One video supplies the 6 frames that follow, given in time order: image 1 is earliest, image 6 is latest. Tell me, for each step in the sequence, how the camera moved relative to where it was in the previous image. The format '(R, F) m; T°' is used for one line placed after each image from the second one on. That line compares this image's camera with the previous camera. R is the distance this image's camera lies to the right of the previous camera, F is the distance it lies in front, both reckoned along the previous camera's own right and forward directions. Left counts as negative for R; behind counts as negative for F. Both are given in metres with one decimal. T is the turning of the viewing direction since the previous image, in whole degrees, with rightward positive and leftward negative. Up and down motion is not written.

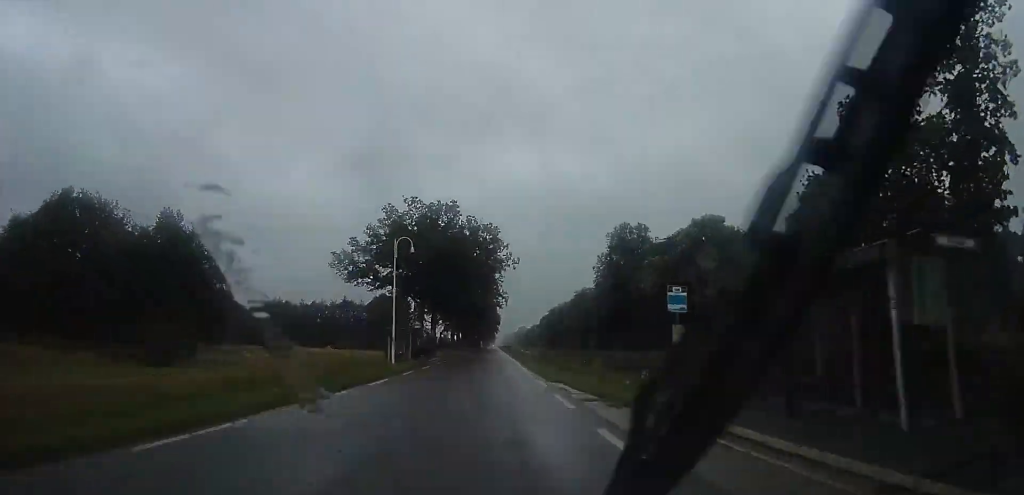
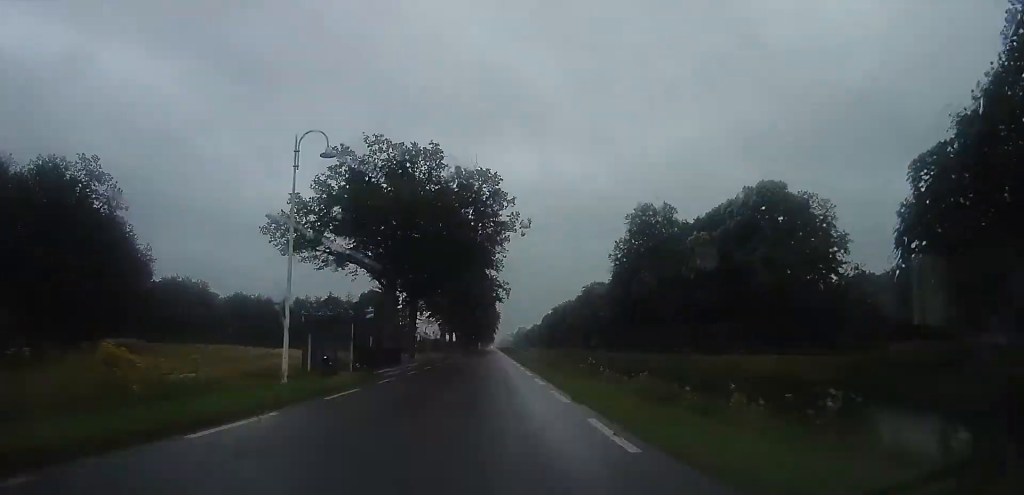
(+0.1, +16.9) m; 0°
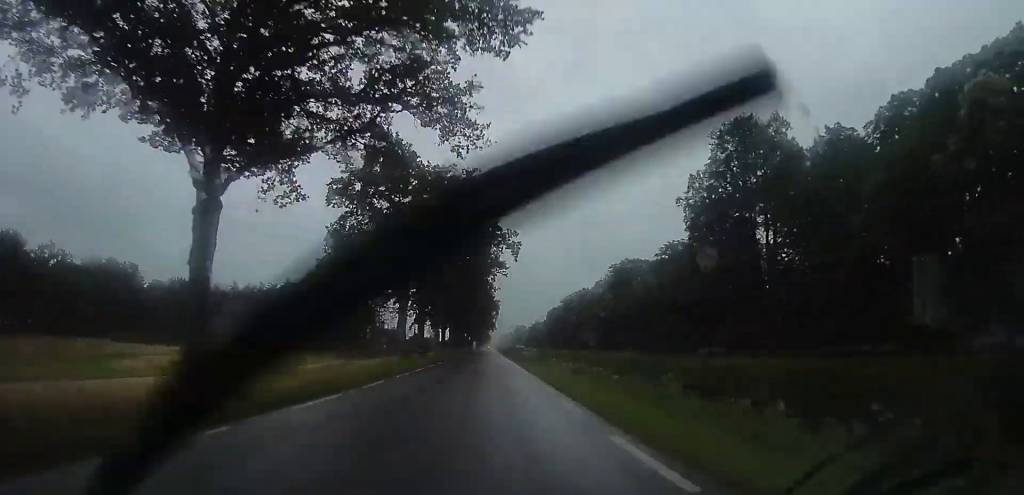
(-0.2, +38.3) m; +3°
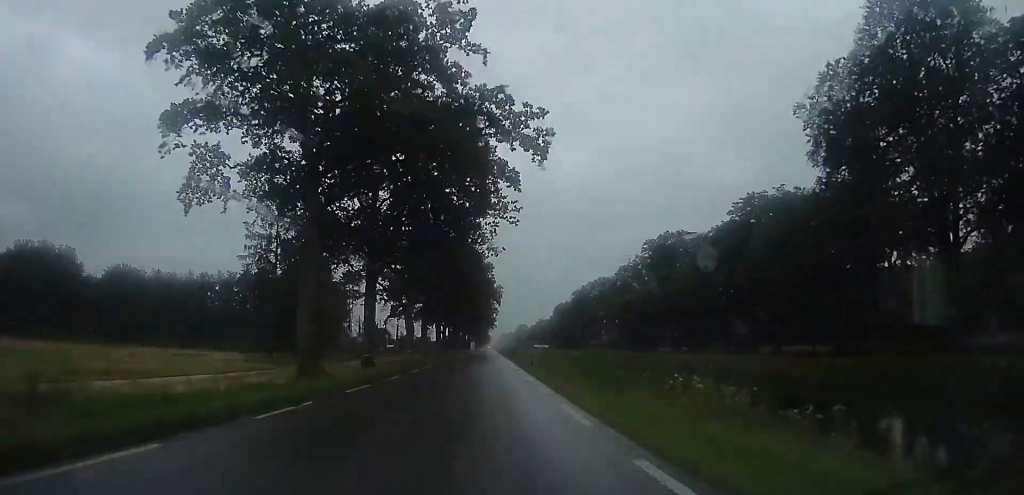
(+1.7, +25.8) m; +1°
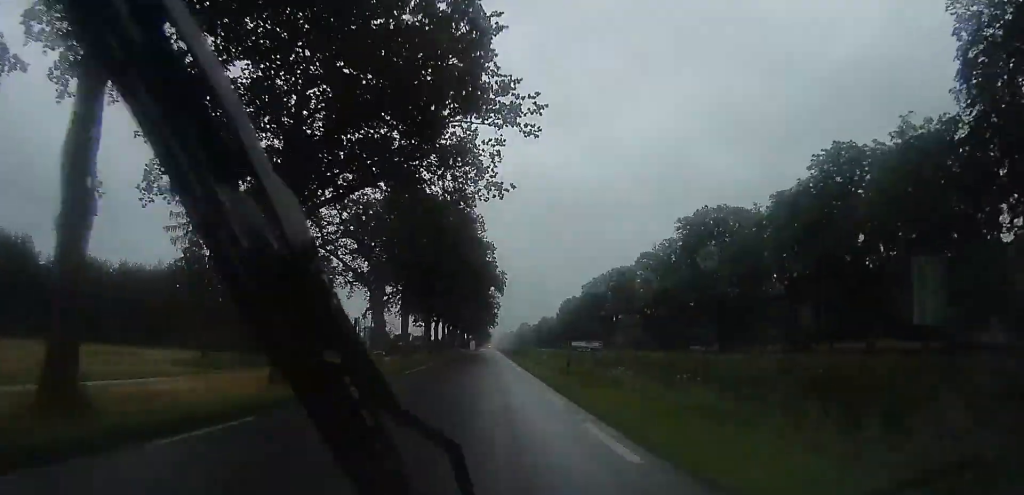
(-0.6, +15.1) m; -2°
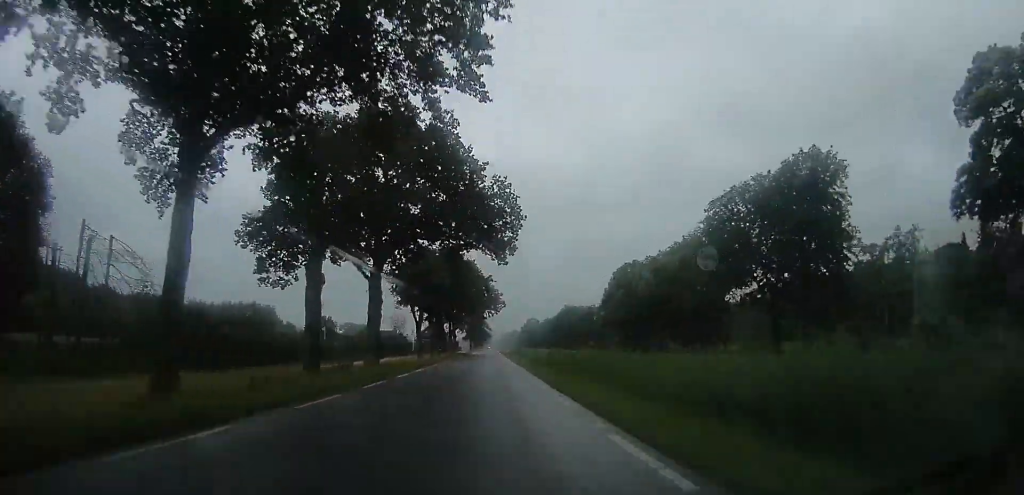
(-0.4, +79.8) m; 0°
